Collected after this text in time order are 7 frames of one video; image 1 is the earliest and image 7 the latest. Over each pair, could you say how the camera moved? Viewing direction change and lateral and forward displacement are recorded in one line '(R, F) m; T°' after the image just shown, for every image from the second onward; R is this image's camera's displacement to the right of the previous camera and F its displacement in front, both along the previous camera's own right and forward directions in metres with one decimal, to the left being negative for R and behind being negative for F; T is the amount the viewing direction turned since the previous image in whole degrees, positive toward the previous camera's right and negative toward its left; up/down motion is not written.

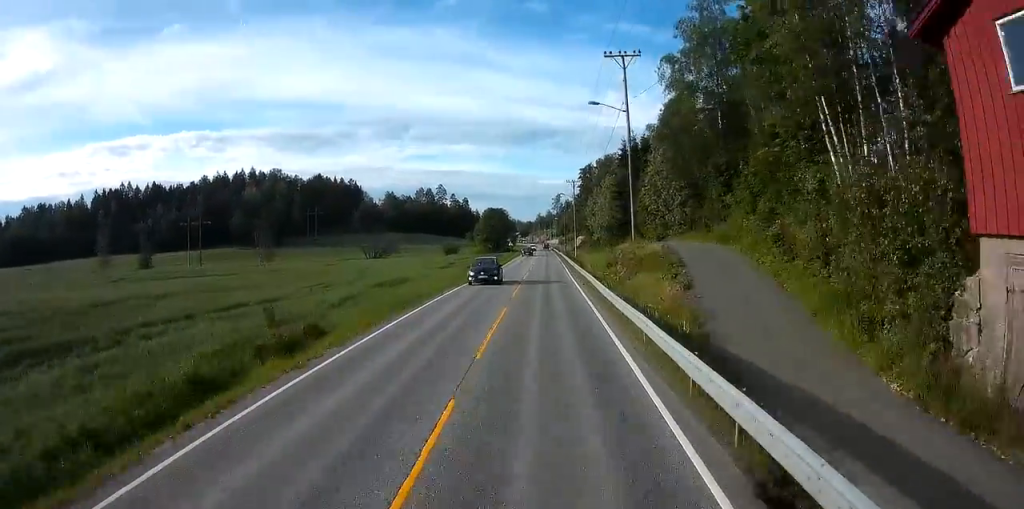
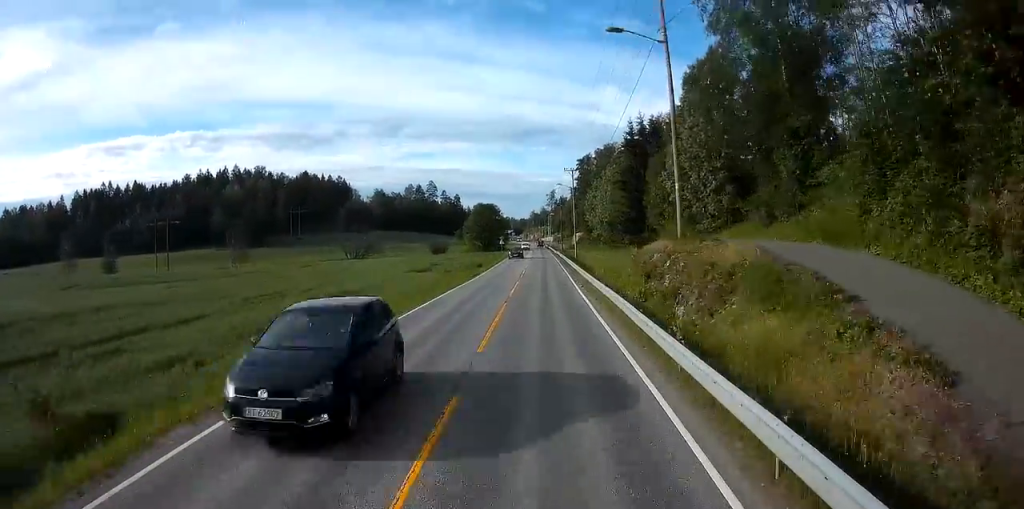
(0.0, +11.2) m; 0°
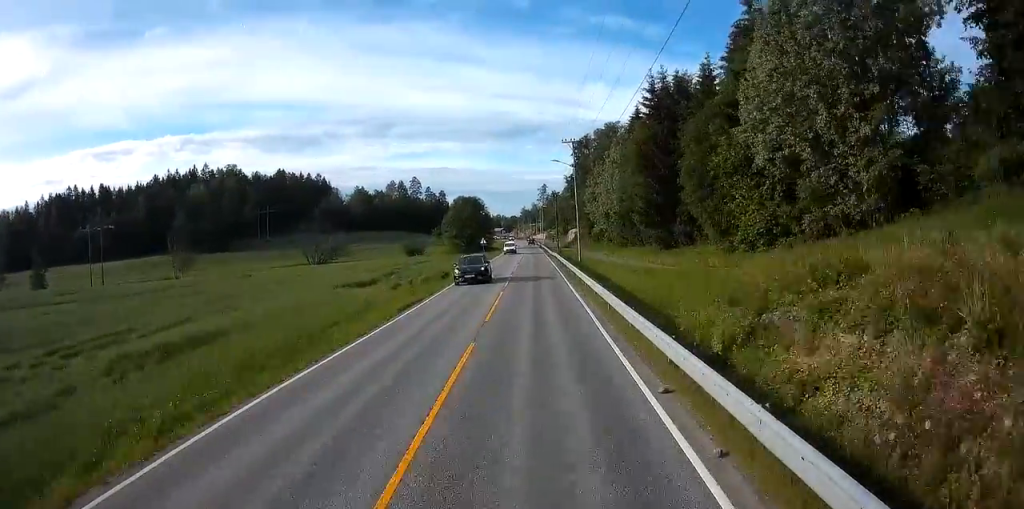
(+0.1, +19.0) m; 0°
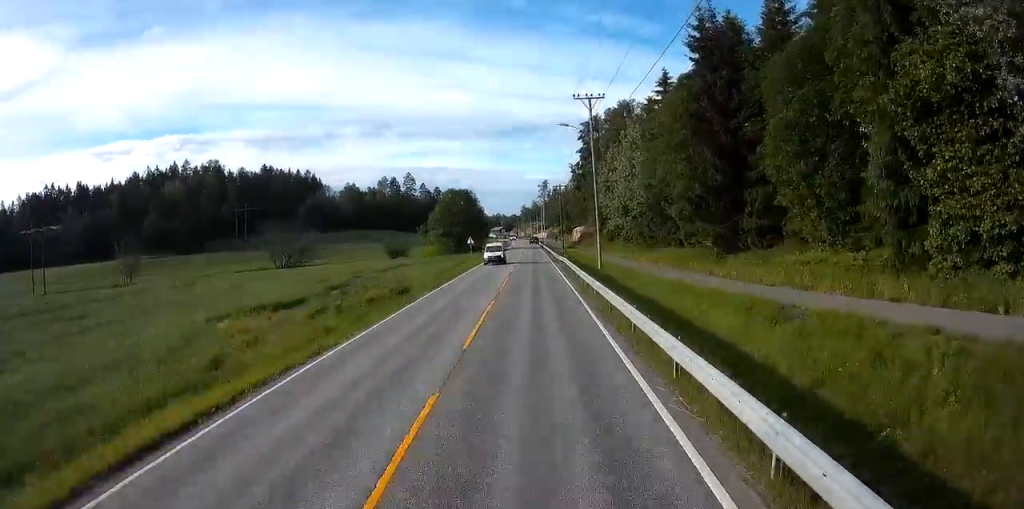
(0.0, +16.3) m; 0°
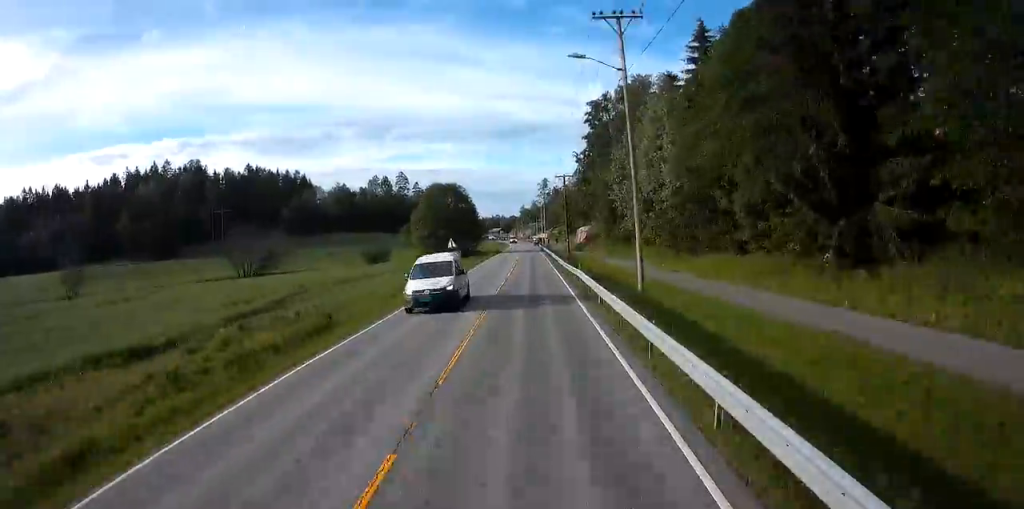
(0.0, +14.2) m; 0°
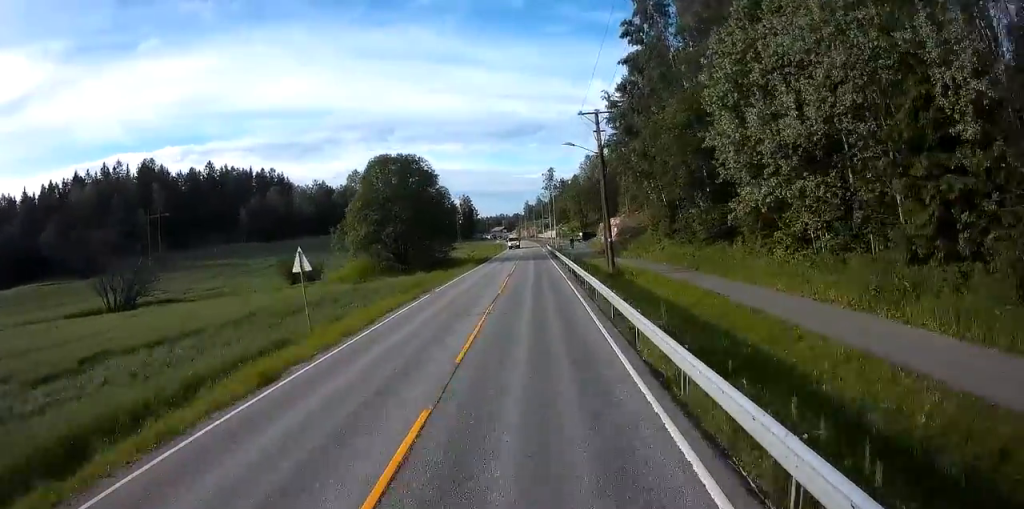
(-0.3, +33.9) m; -1°
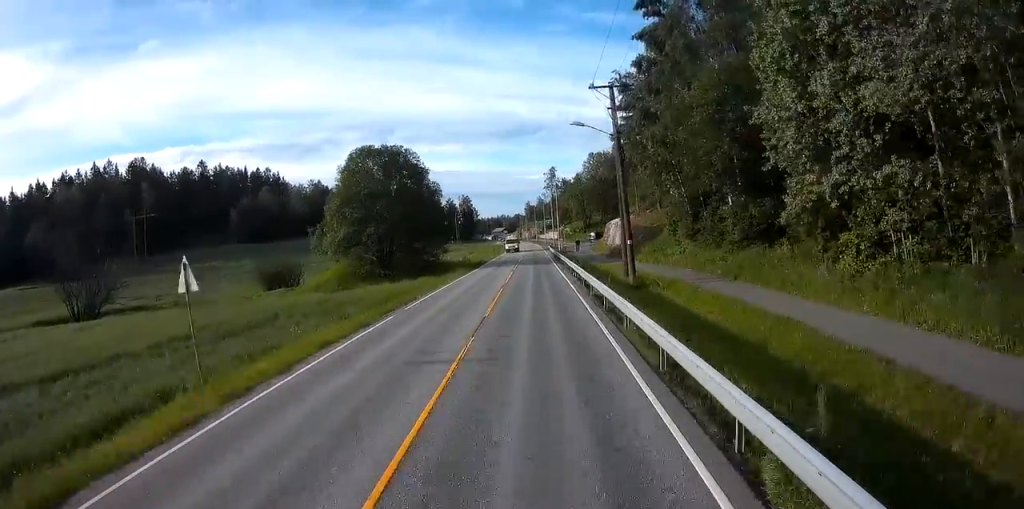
(0.0, +6.4) m; 0°
